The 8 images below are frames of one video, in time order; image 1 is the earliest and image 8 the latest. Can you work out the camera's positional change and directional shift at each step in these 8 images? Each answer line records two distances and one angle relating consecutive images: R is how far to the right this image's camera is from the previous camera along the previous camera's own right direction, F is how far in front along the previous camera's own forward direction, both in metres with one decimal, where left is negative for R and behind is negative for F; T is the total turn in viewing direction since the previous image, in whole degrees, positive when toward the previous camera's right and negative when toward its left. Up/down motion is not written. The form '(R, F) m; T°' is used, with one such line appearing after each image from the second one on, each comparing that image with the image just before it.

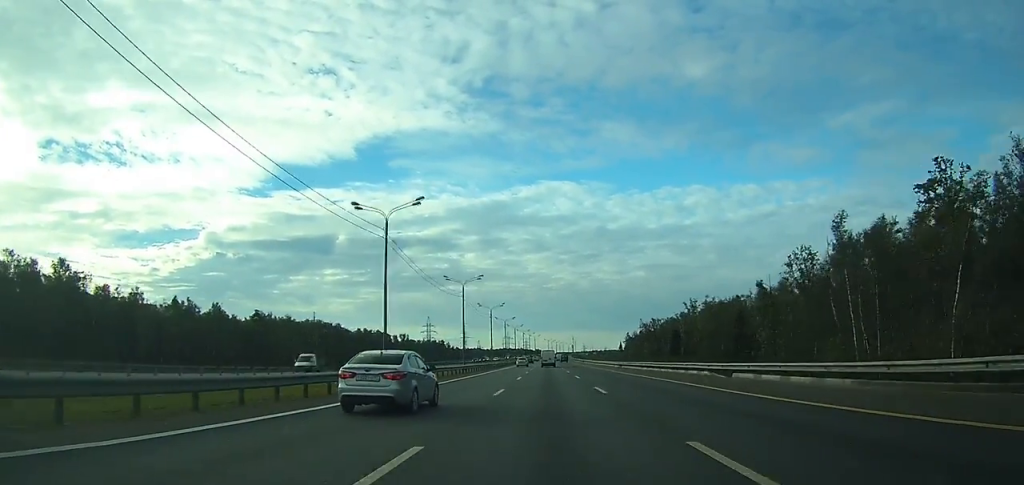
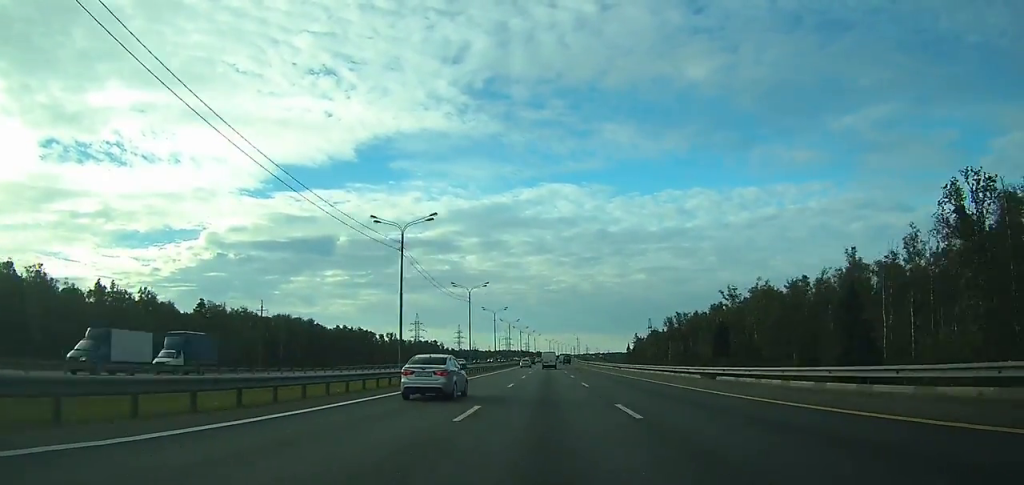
(0.0, +45.6) m; 0°
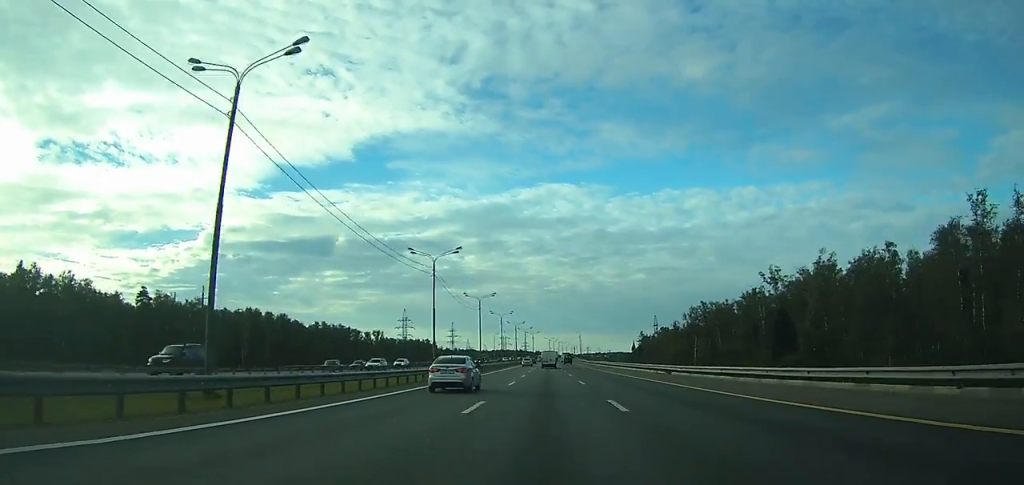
(+0.1, +33.4) m; 0°
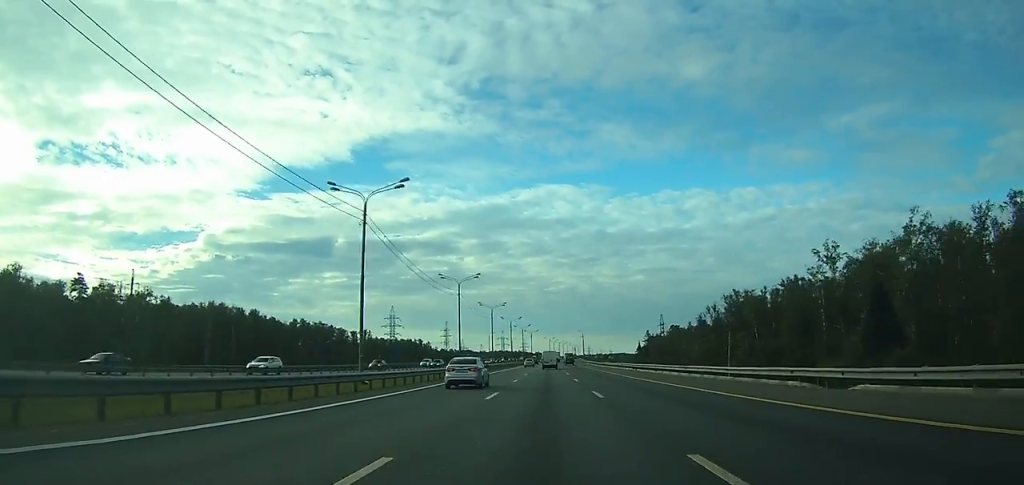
(0.0, +28.0) m; 0°
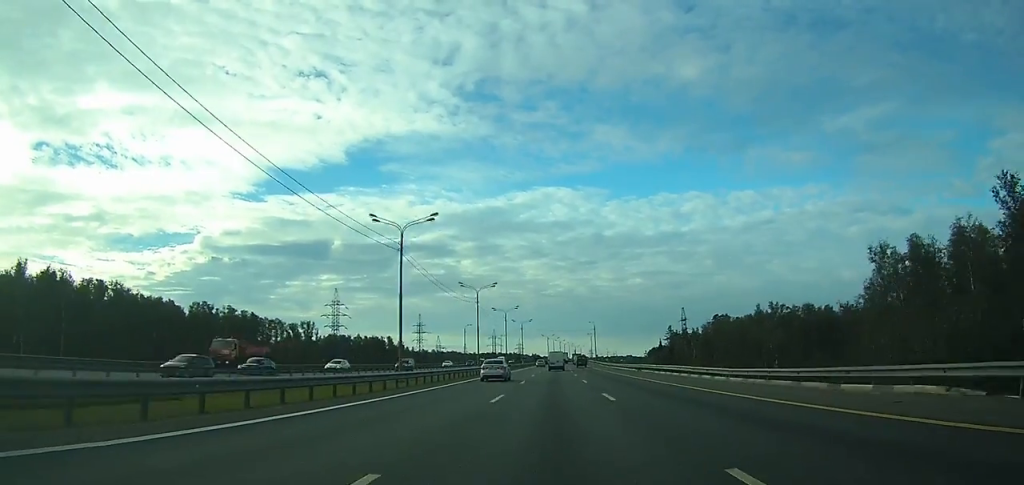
(-0.3, +80.4) m; 0°
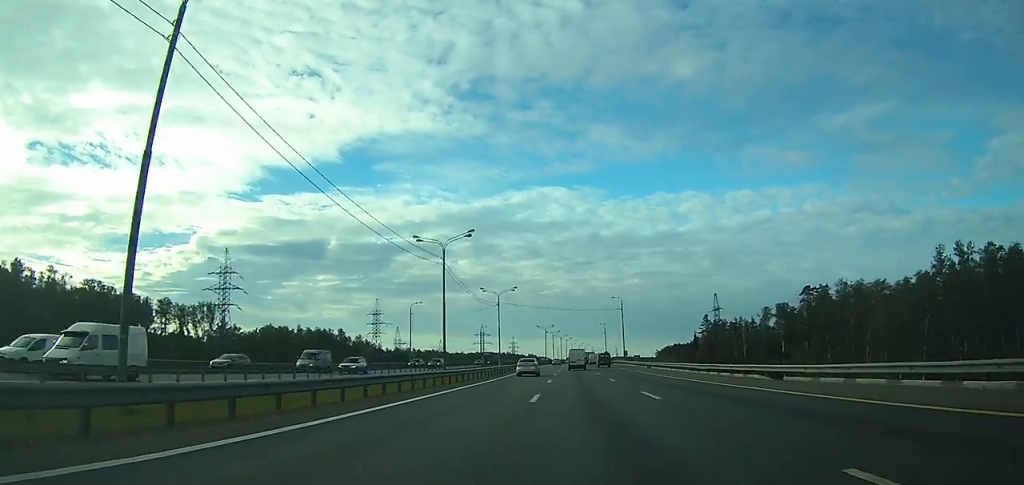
(+0.4, +77.6) m; +1°
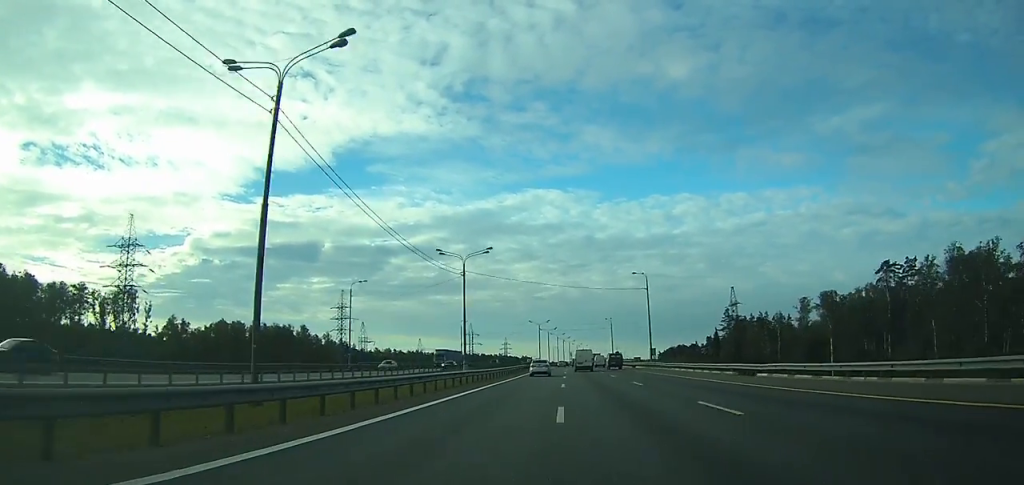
(+0.1, +38.9) m; 0°
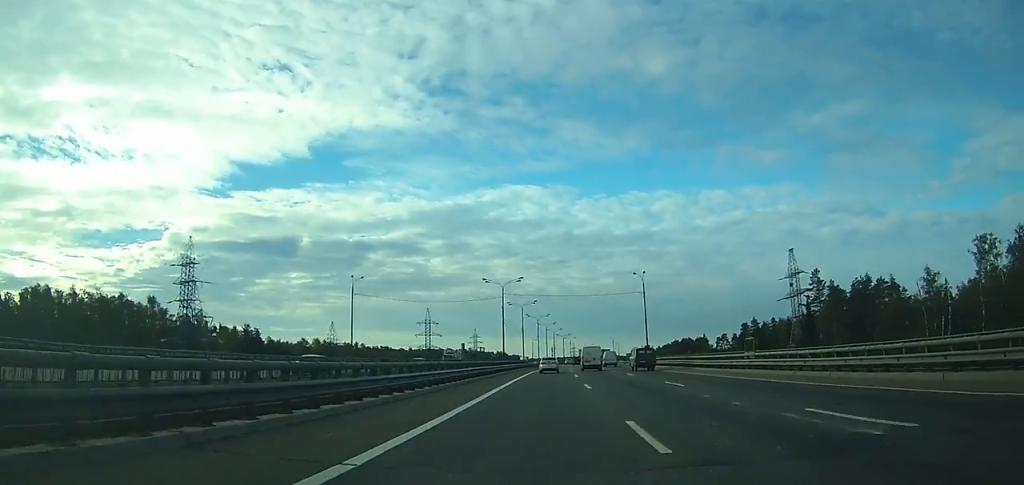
(+0.9, +90.6) m; +1°
